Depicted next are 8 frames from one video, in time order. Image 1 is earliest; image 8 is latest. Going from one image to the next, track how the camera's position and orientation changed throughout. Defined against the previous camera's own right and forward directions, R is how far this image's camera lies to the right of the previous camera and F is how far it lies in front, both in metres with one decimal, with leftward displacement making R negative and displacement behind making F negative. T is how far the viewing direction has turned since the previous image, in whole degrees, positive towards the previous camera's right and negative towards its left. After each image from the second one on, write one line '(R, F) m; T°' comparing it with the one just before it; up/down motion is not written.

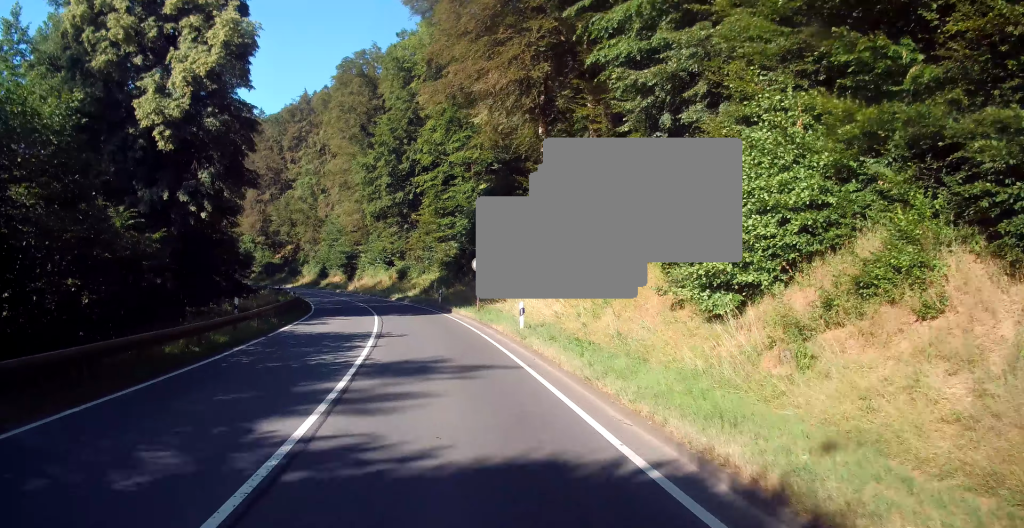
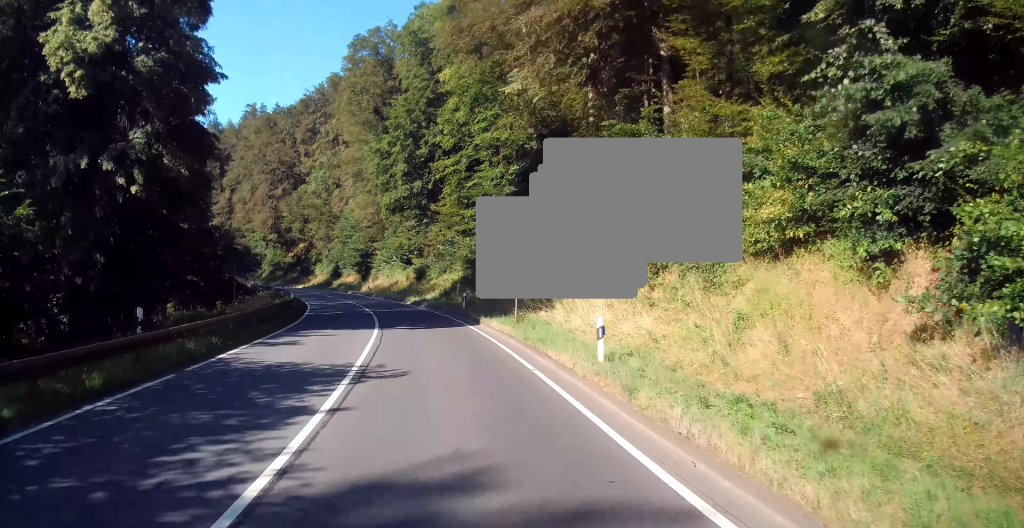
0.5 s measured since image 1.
(-0.3, +8.4) m; -2°
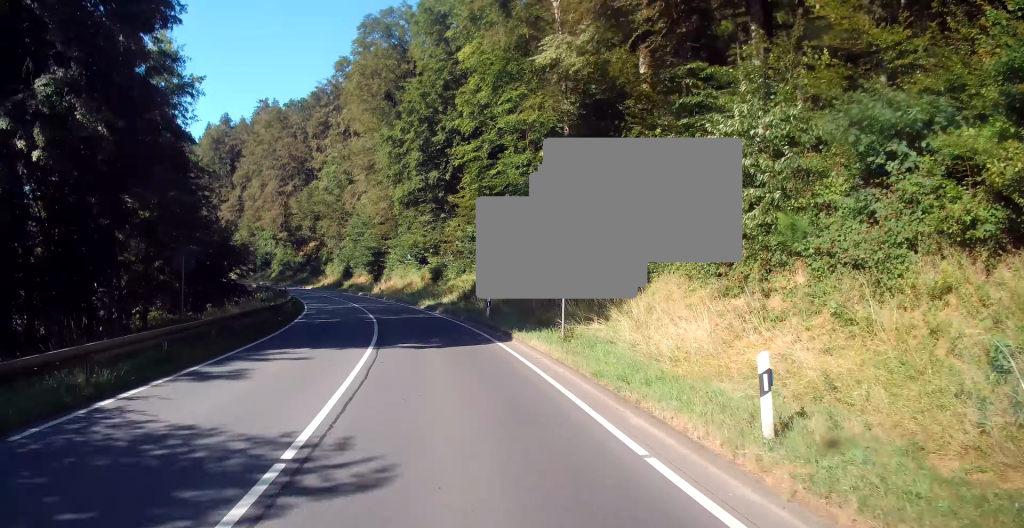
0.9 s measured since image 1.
(-0.1, +6.3) m; -2°
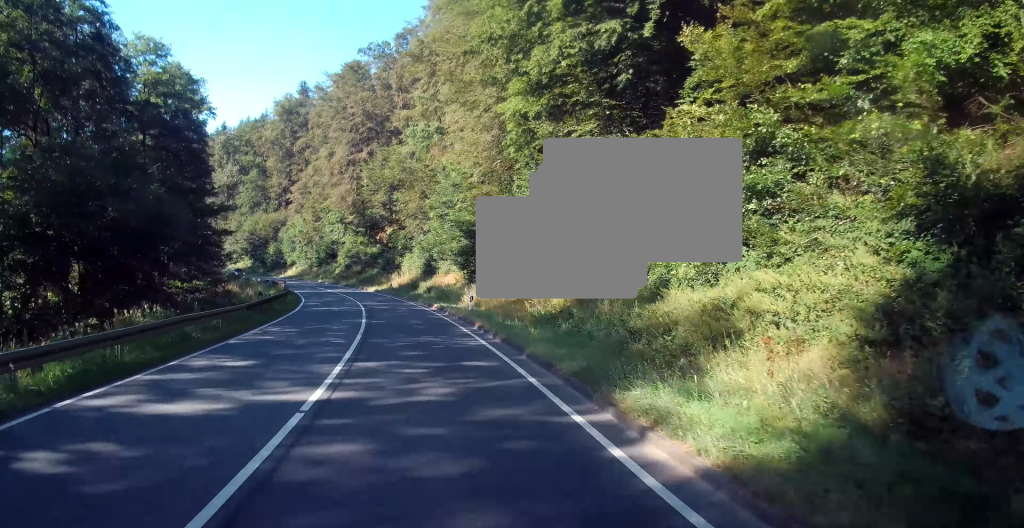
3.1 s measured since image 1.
(-2.8, +34.6) m; -11°
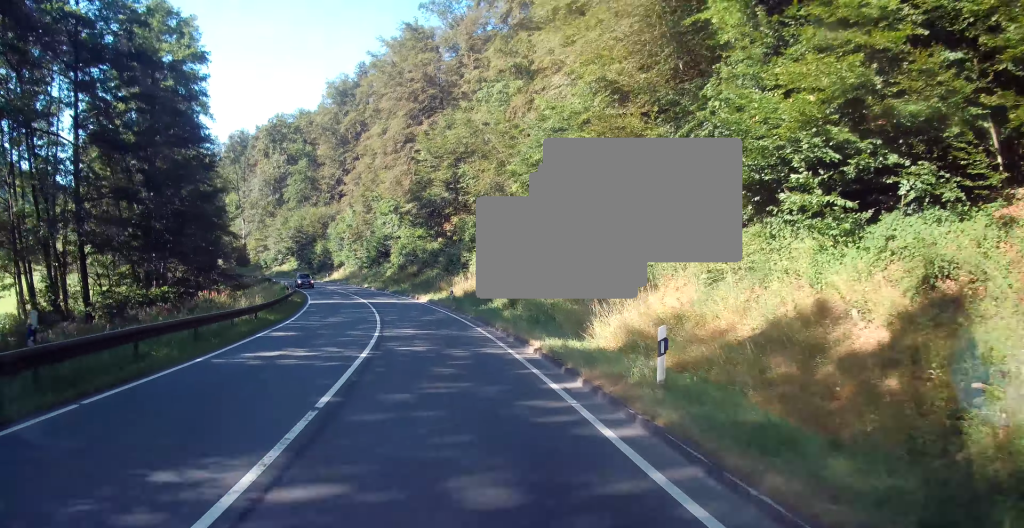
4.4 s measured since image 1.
(-1.1, +19.2) m; -7°
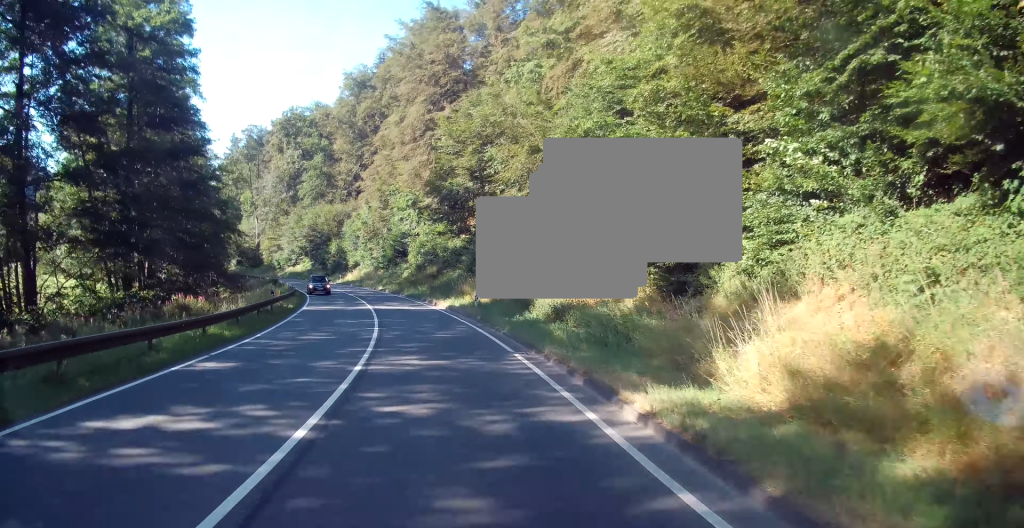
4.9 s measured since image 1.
(-0.1, +7.8) m; -2°
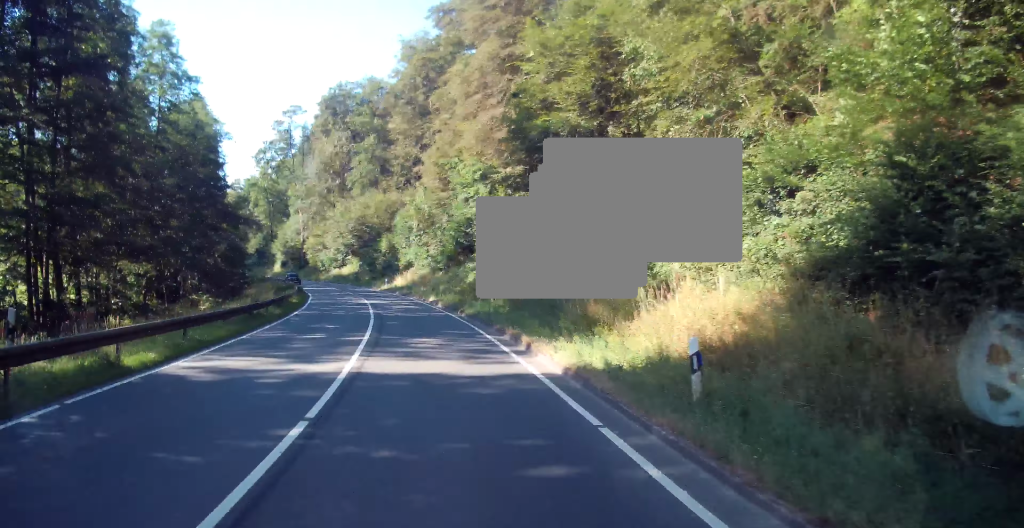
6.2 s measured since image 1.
(-1.1, +20.9) m; -5°
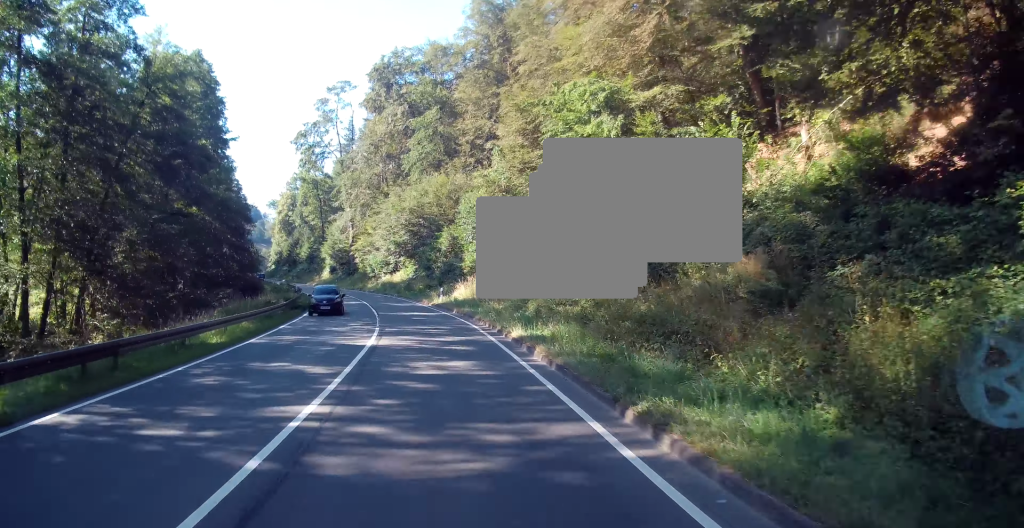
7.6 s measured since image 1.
(-1.0, +20.9) m; -6°
